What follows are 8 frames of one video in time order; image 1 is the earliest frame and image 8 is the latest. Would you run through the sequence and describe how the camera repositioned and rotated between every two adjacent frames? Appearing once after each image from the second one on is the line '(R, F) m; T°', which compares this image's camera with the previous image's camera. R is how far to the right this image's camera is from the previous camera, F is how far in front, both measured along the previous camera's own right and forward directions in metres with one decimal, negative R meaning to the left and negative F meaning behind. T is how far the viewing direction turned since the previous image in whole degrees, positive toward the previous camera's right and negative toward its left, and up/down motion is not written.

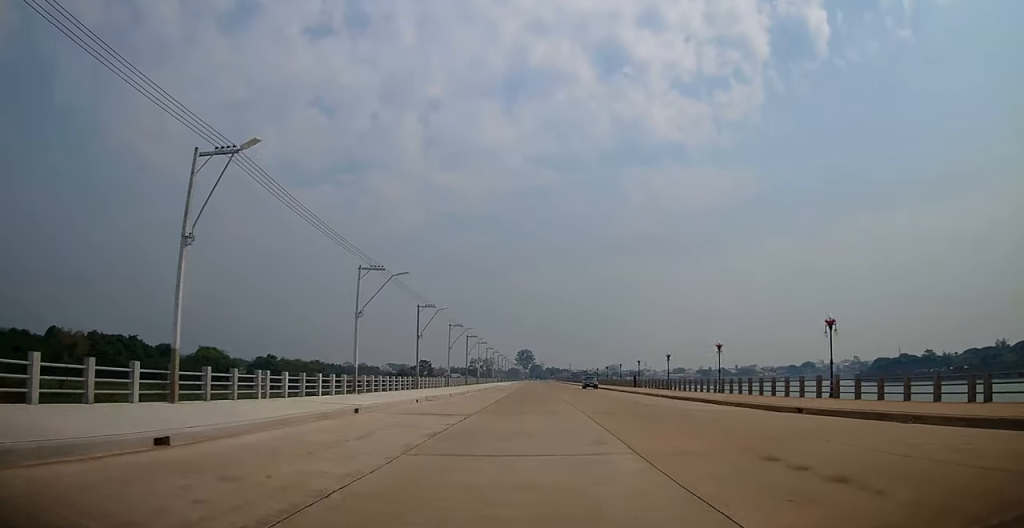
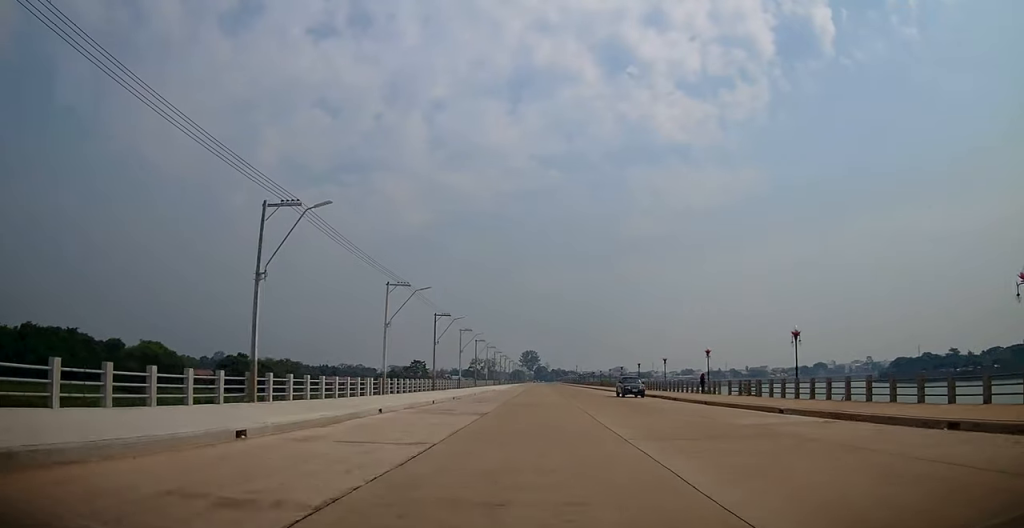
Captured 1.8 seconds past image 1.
(-0.8, +27.5) m; -2°
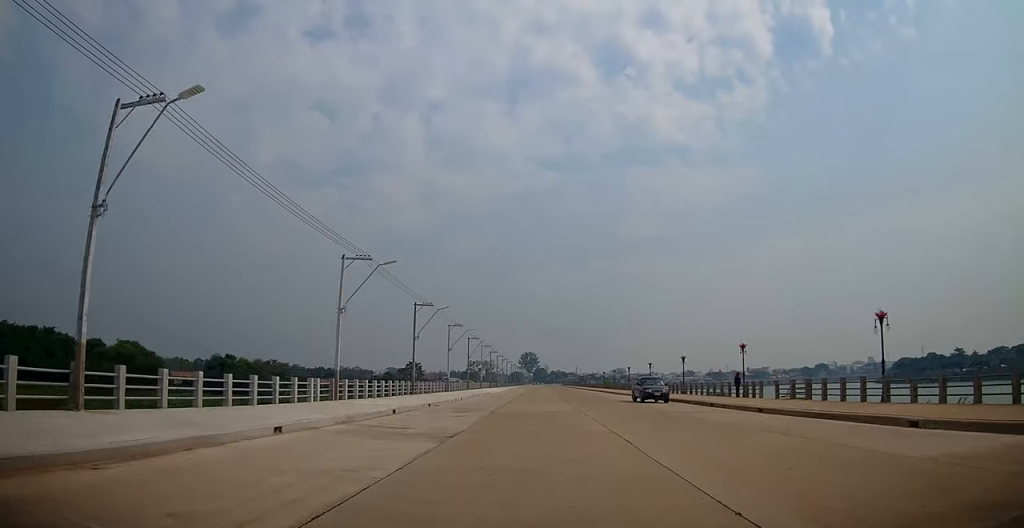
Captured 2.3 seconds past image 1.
(-0.1, +7.9) m; +1°
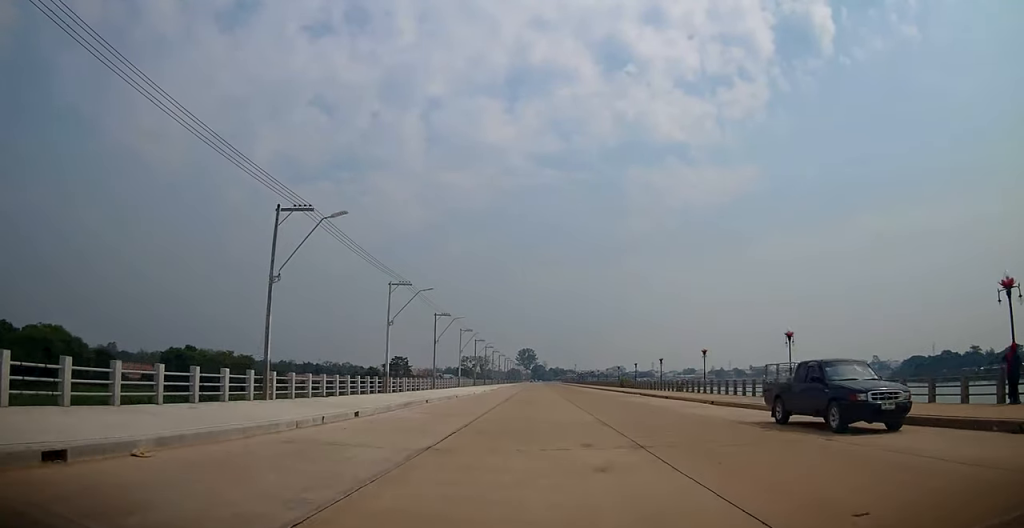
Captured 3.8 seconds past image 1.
(+0.3, +23.1) m; 0°
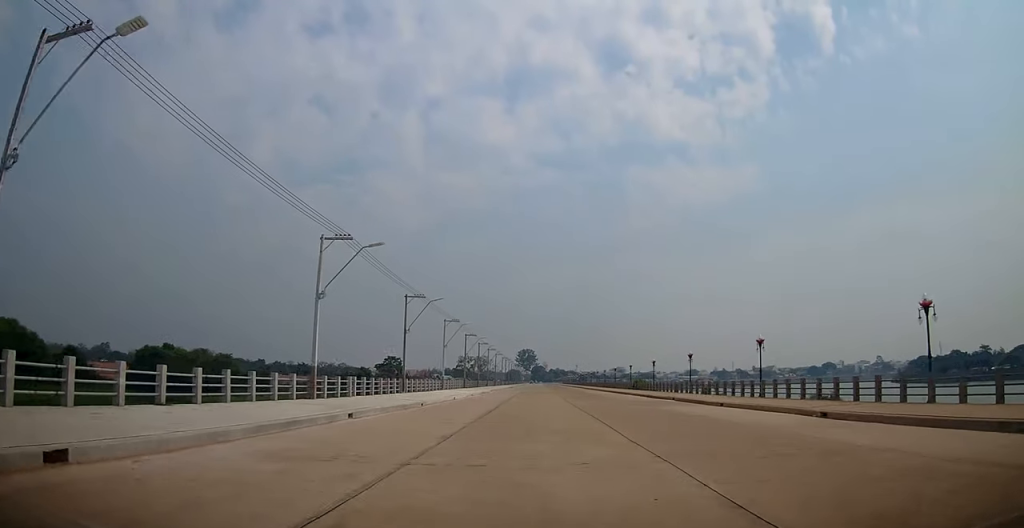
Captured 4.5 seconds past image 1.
(-0.3, +11.7) m; 0°
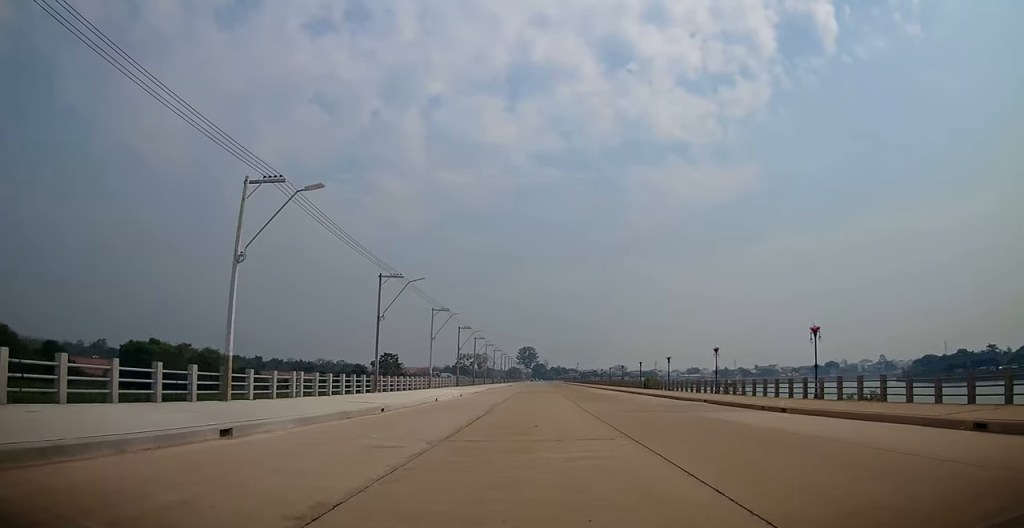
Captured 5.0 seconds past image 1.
(+0.4, +7.0) m; 0°
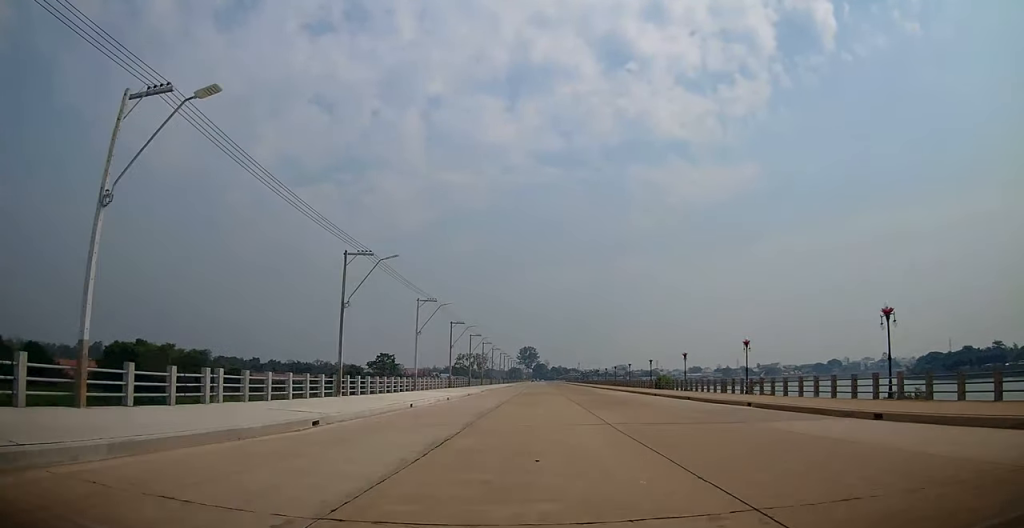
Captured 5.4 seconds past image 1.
(+0.3, +6.3) m; 0°
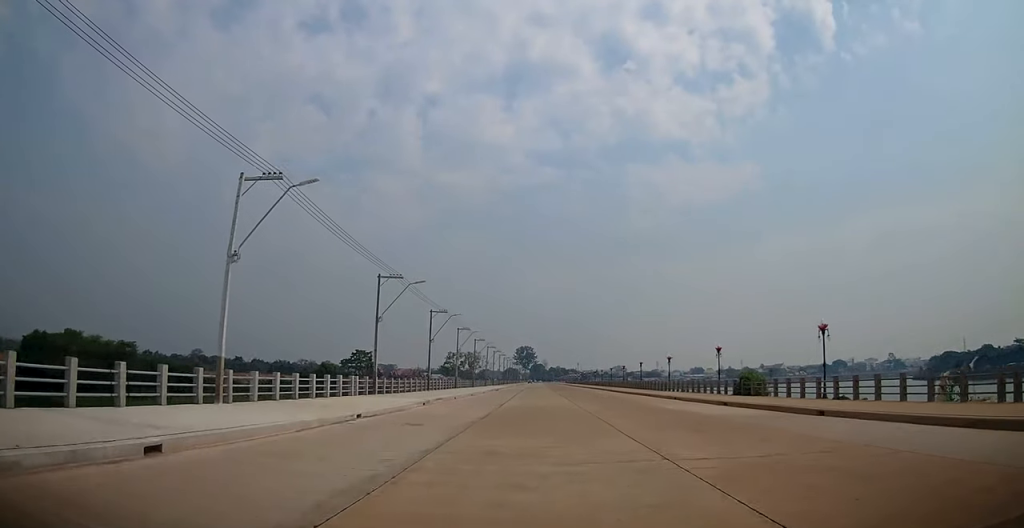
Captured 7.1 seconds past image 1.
(-1.5, +26.9) m; -1°
